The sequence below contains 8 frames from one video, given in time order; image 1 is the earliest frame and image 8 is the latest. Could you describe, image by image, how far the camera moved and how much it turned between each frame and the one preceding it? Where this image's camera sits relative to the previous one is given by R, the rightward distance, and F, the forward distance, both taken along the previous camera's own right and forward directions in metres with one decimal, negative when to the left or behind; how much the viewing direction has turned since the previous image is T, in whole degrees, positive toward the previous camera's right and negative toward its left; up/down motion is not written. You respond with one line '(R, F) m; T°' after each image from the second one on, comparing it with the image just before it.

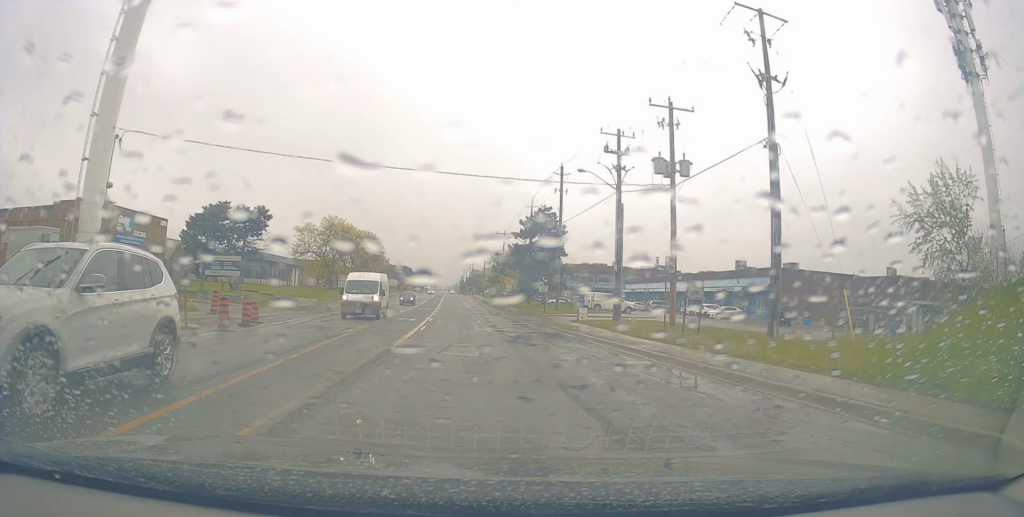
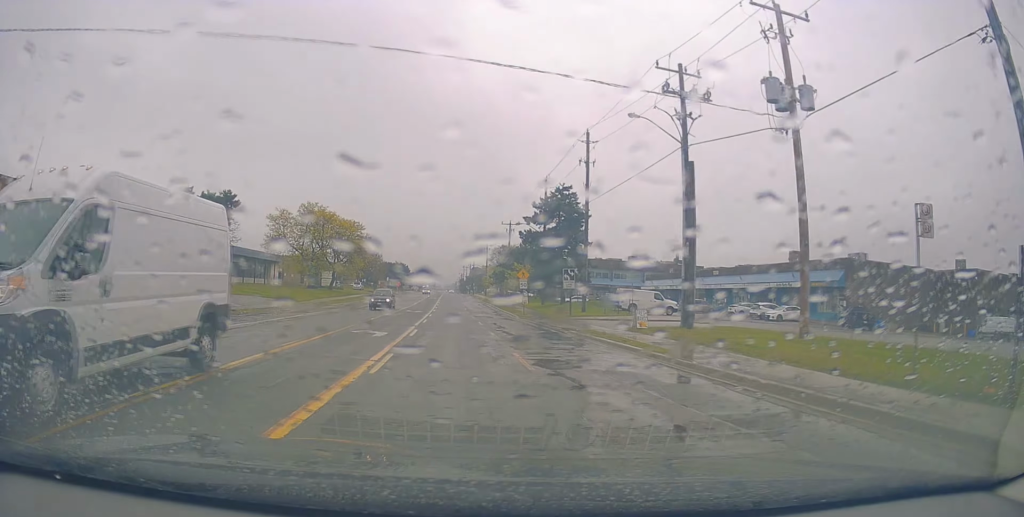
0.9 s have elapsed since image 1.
(-0.1, +12.7) m; -1°
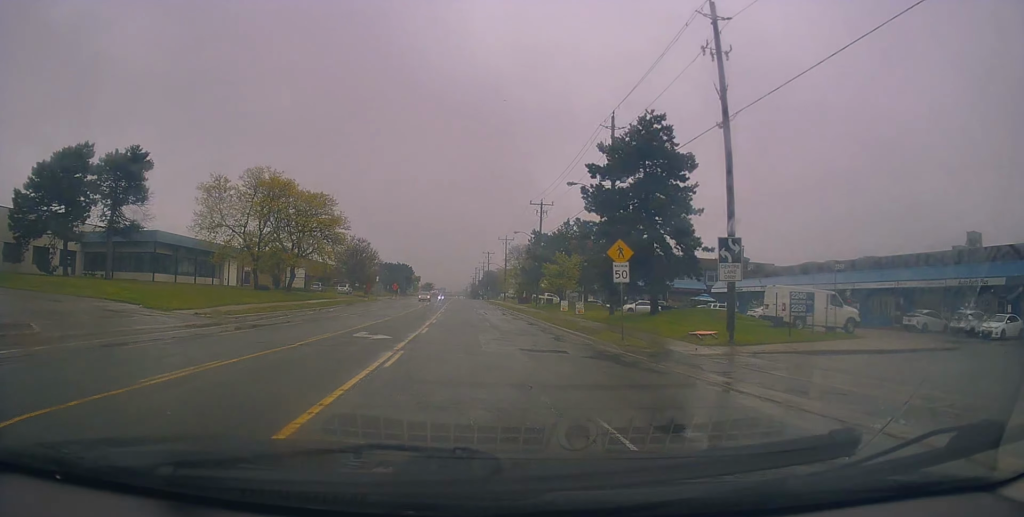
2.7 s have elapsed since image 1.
(-0.3, +25.3) m; -1°
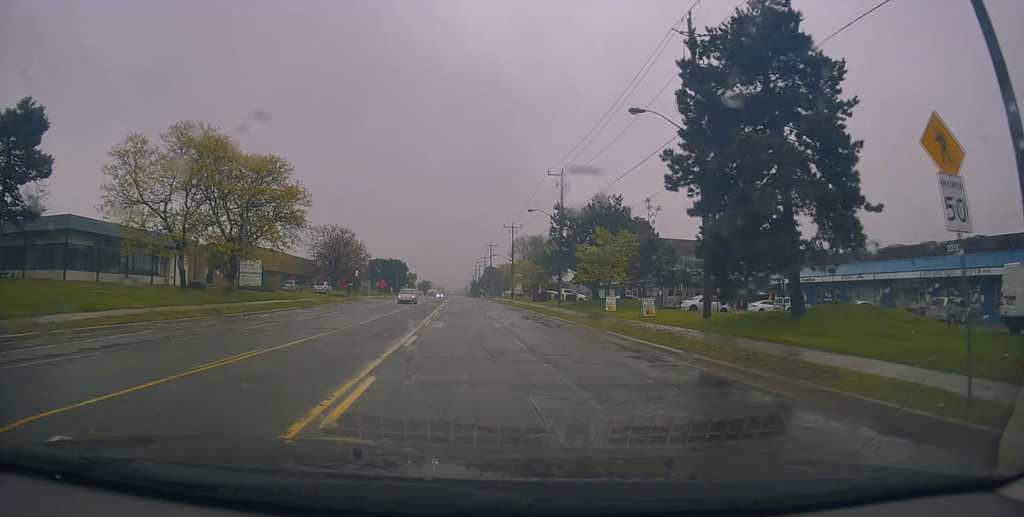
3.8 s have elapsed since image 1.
(0.0, +15.7) m; 0°
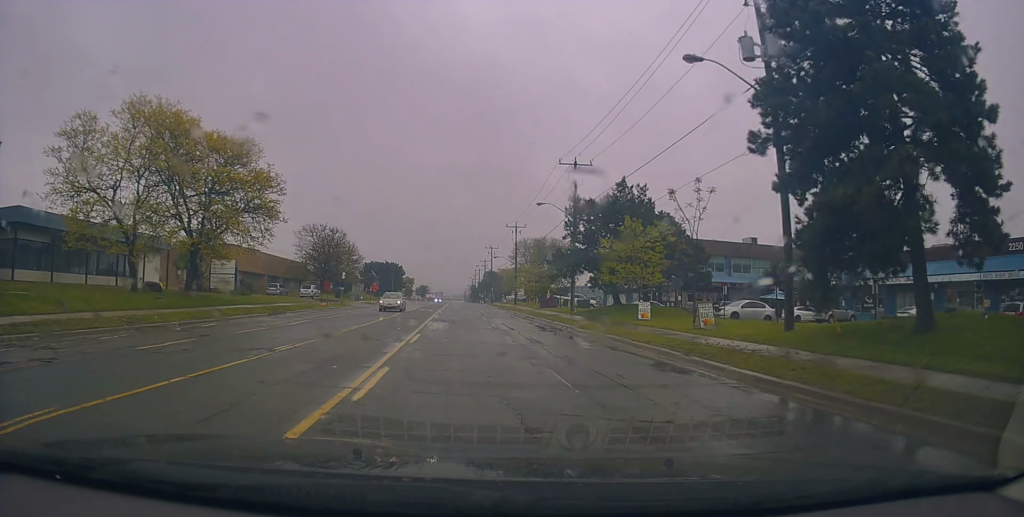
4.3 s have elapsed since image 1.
(0.0, +6.7) m; 0°
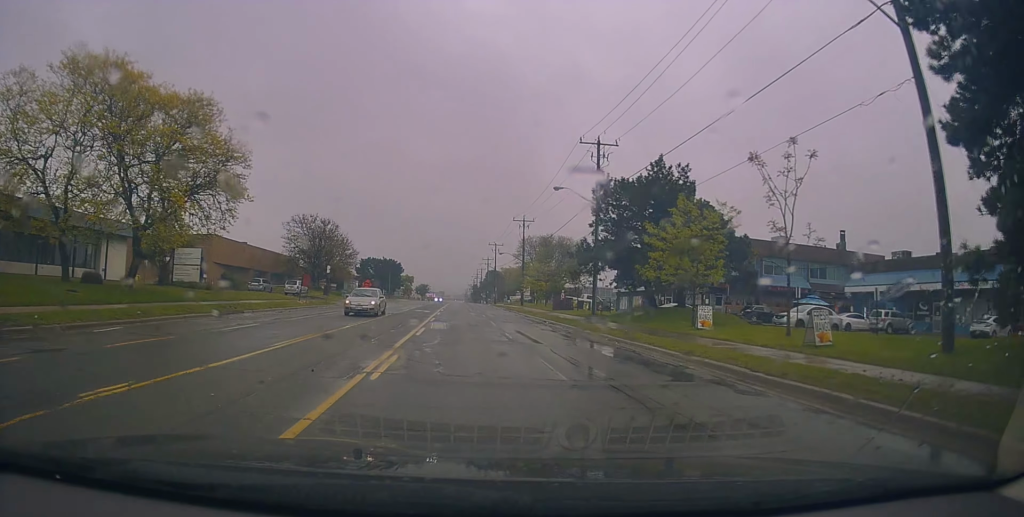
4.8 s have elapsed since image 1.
(+0.1, +7.1) m; 0°
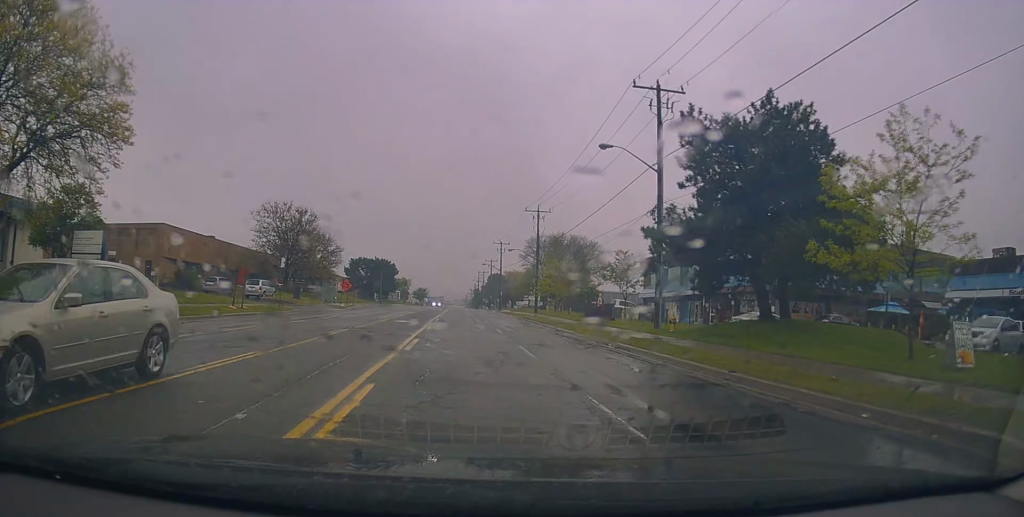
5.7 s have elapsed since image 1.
(0.0, +13.4) m; -1°
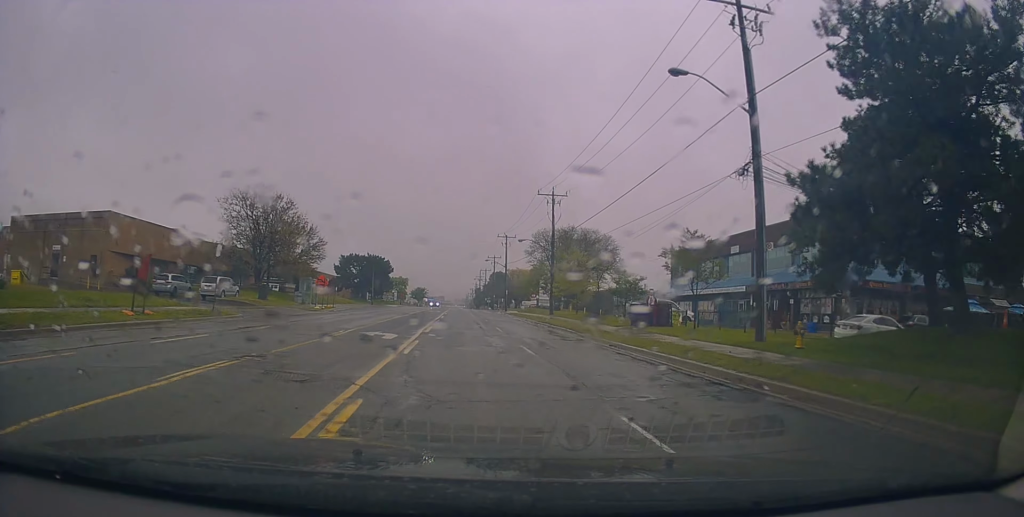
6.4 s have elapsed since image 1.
(-0.1, +10.2) m; -1°
